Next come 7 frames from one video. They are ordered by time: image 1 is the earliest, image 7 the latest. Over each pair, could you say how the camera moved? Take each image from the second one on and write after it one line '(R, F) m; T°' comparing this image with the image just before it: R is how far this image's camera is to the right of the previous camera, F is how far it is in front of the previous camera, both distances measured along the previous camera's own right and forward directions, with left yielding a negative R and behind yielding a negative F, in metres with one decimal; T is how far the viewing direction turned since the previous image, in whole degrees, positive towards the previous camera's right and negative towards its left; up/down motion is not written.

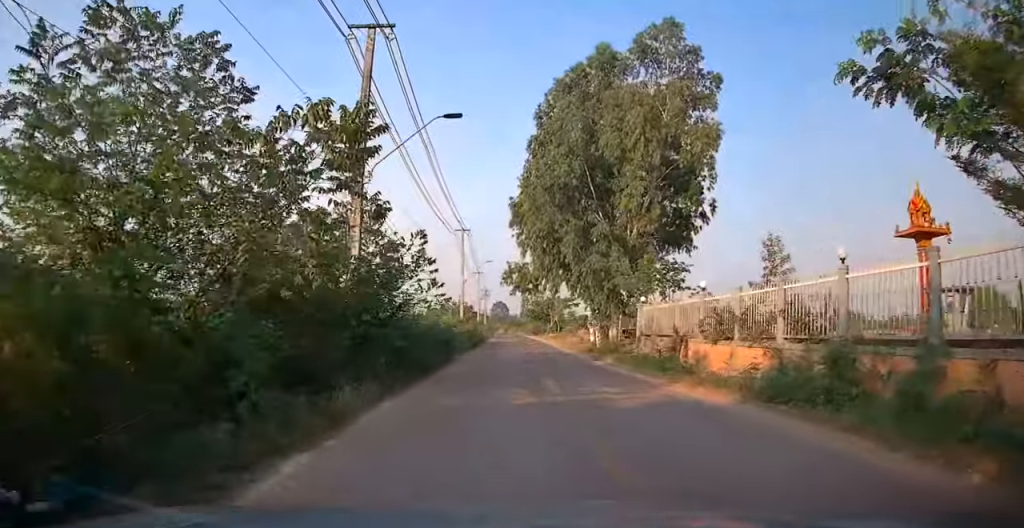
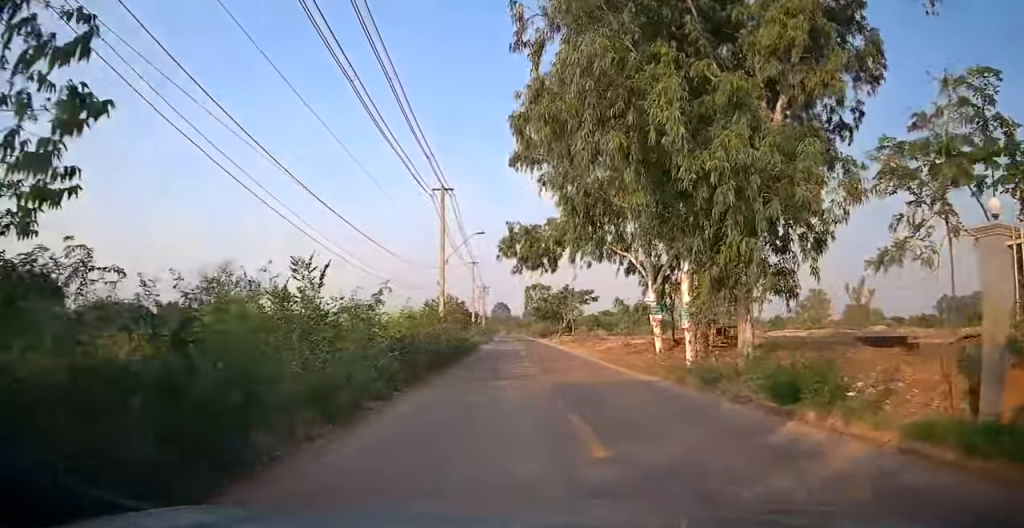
(+0.2, +17.2) m; +2°
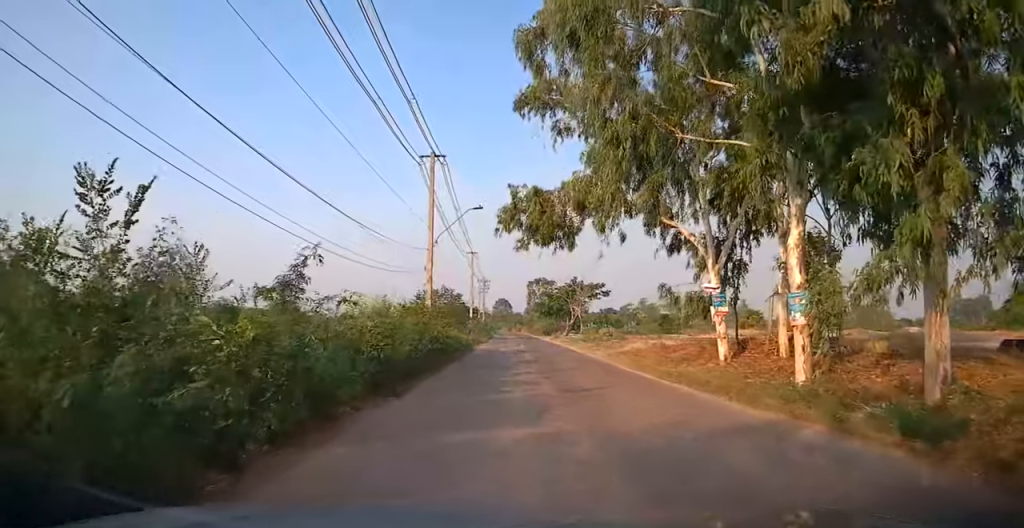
(+0.1, +6.8) m; -2°
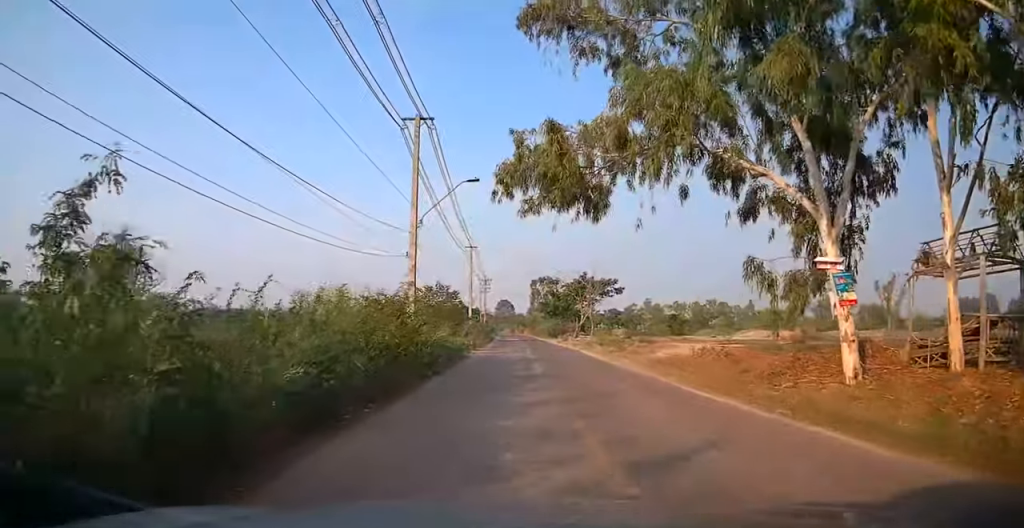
(-0.2, +6.2) m; 0°
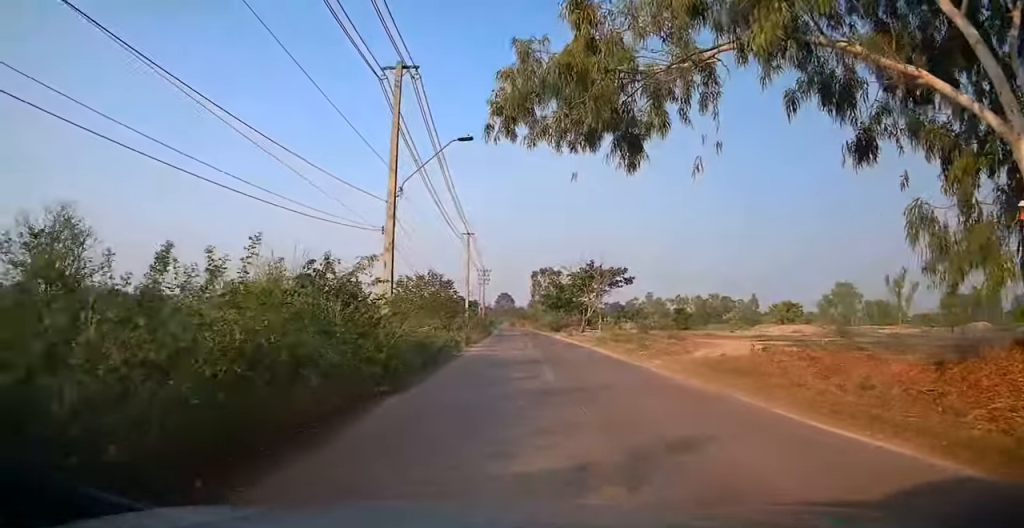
(-0.2, +4.9) m; 0°
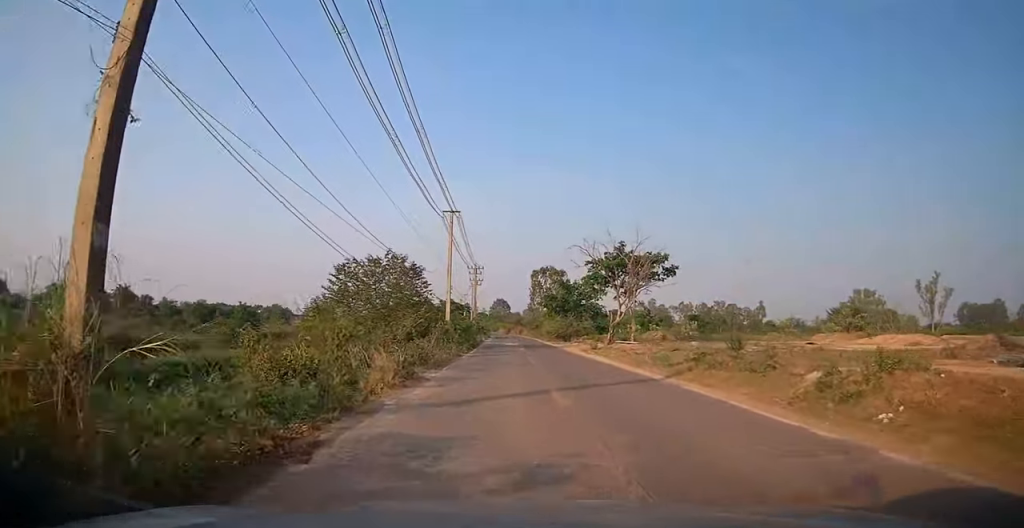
(+0.6, +15.0) m; +2°
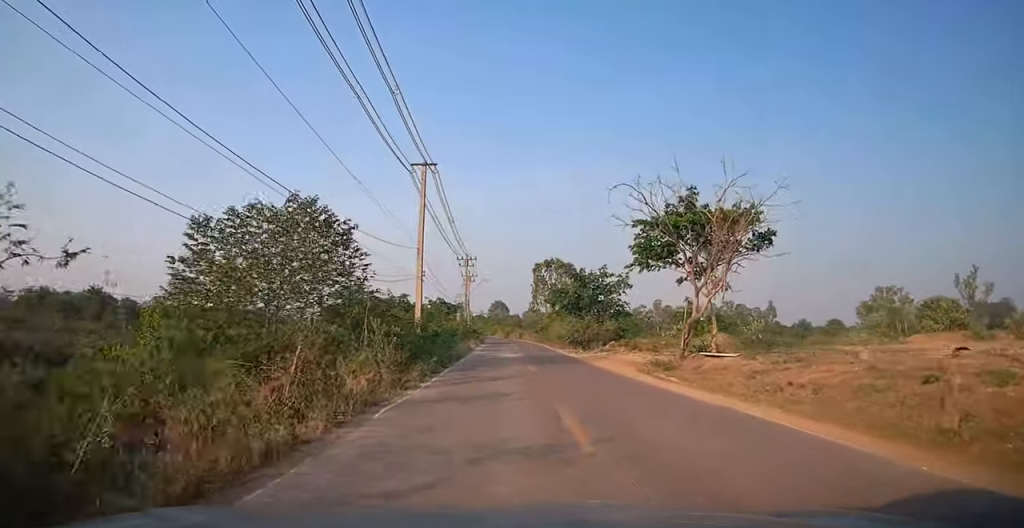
(+0.2, +14.5) m; -1°
